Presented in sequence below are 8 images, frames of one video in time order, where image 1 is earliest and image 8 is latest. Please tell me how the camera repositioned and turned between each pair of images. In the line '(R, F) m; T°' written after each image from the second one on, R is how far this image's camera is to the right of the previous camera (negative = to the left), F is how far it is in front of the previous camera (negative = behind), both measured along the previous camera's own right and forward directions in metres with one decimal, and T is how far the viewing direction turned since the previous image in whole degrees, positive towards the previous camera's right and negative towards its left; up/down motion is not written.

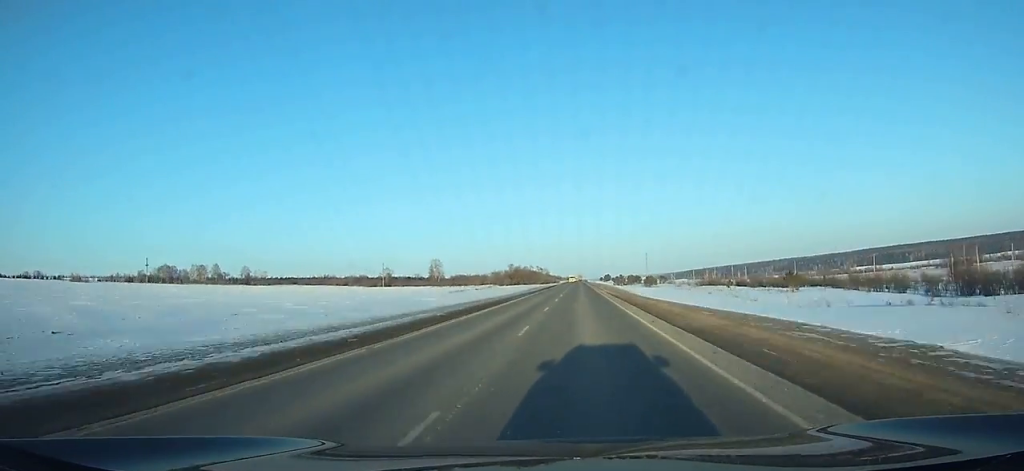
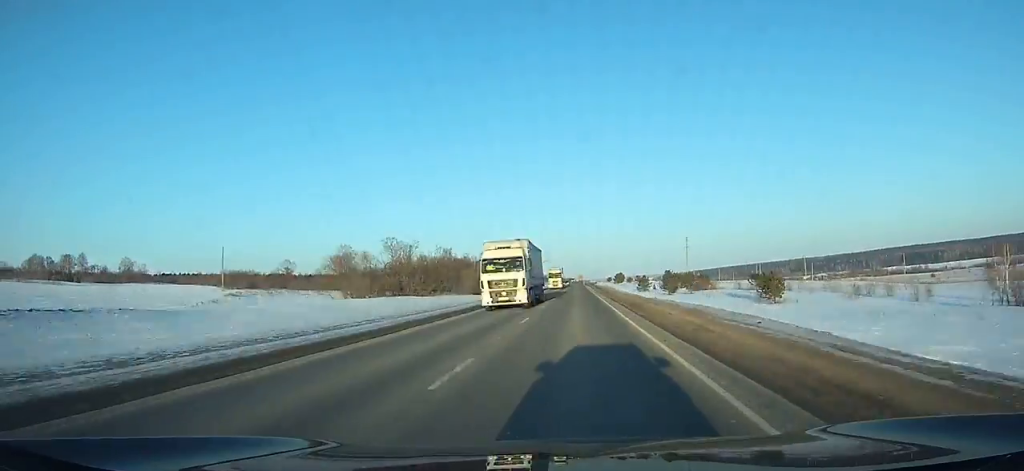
(-0.2, +152.6) m; 0°
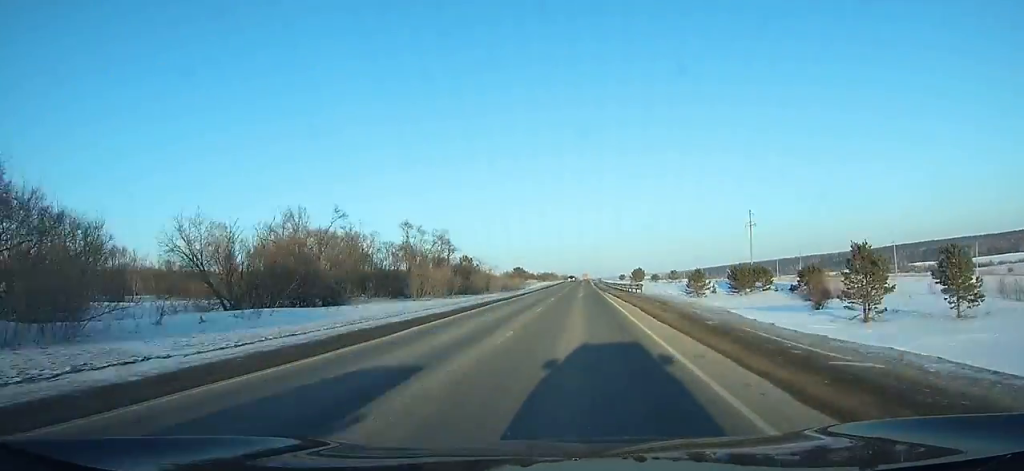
(-0.1, +91.6) m; 0°
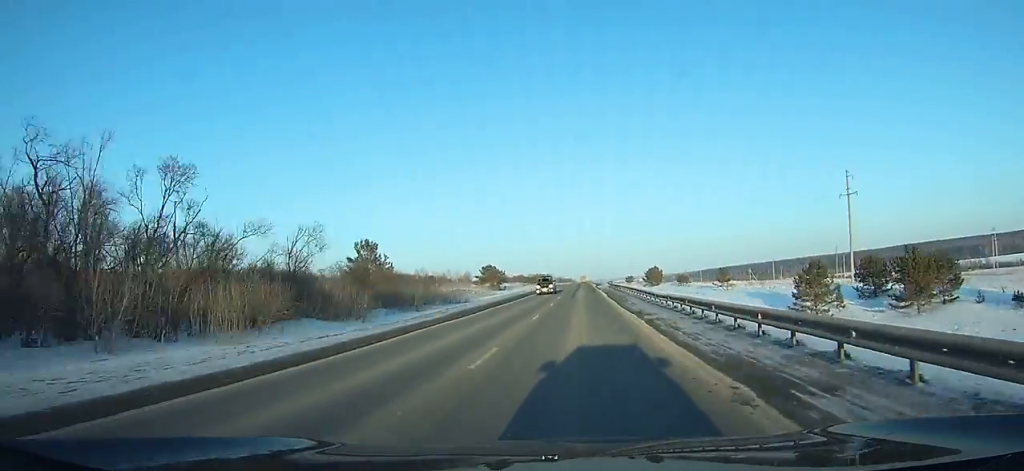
(-0.1, +64.1) m; 0°
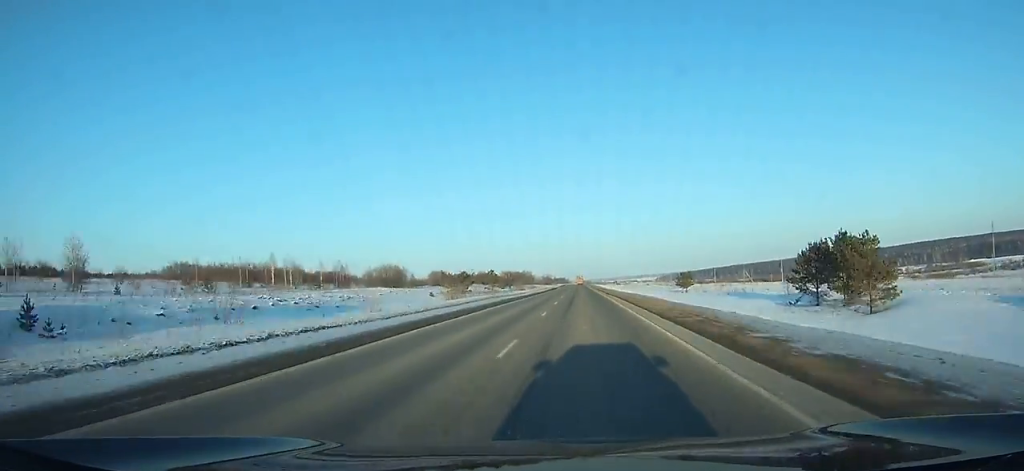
(+0.9, +144.9) m; +1°
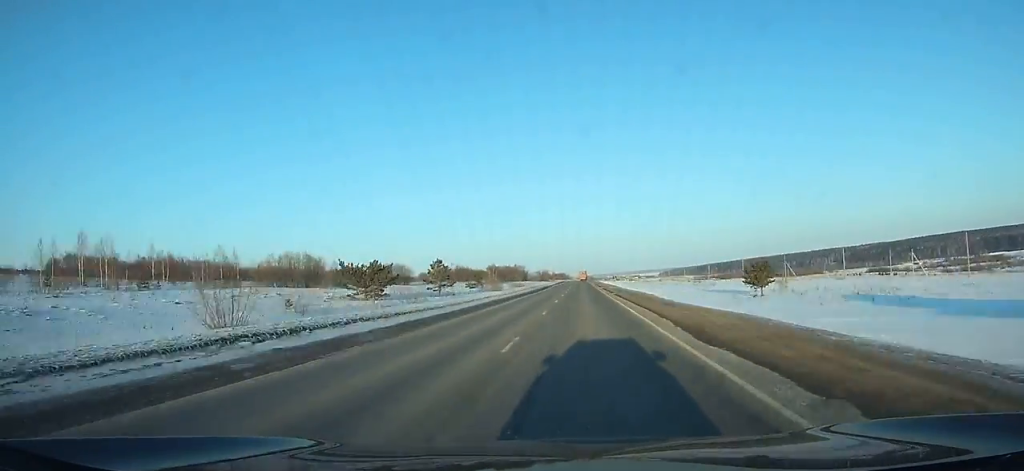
(0.0, +47.6) m; 0°
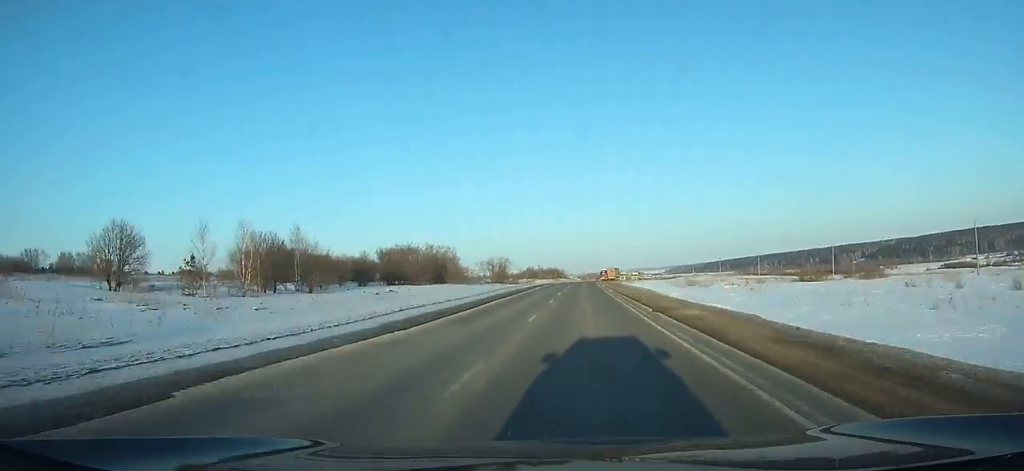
(-0.2, +144.7) m; 0°
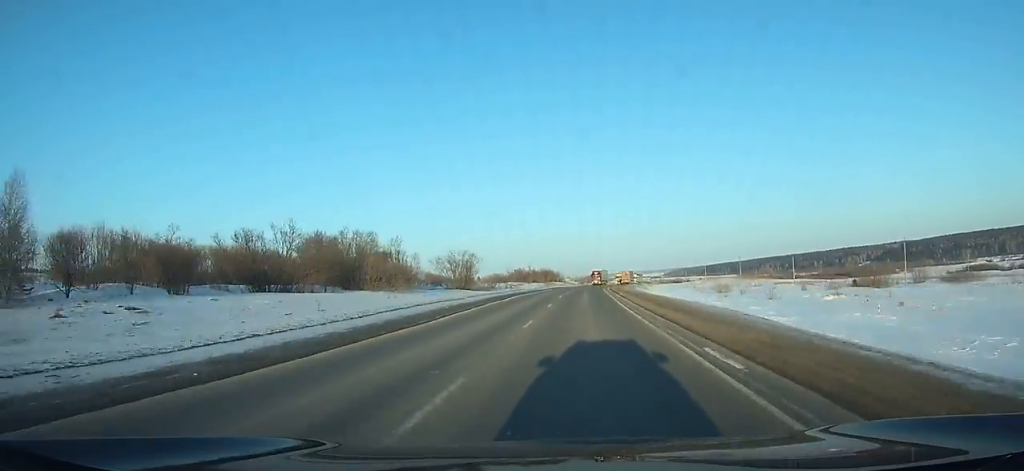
(+0.2, +37.0) m; +1°
